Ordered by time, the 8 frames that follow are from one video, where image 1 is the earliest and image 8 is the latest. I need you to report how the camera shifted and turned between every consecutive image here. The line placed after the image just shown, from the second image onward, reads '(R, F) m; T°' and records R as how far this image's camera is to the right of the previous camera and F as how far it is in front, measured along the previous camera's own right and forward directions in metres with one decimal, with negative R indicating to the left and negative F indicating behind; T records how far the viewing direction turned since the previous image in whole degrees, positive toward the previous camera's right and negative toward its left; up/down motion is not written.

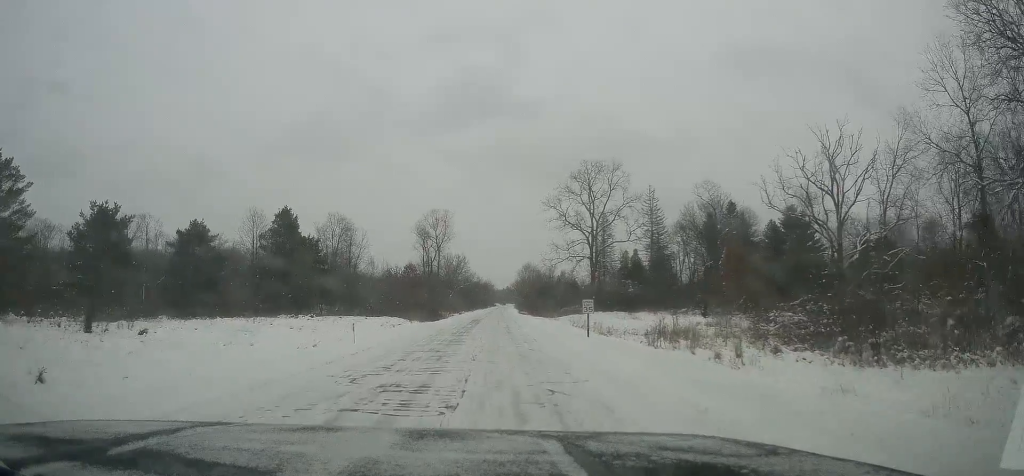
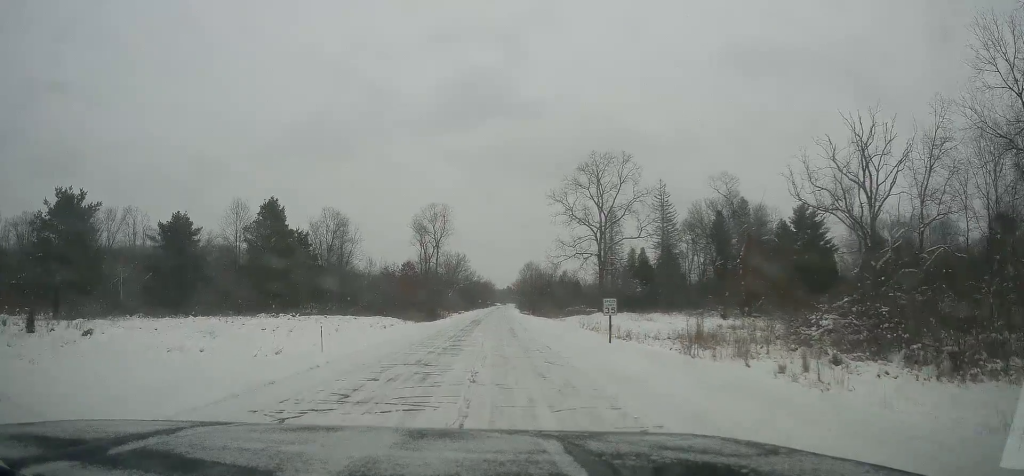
(0.0, +5.0) m; +1°
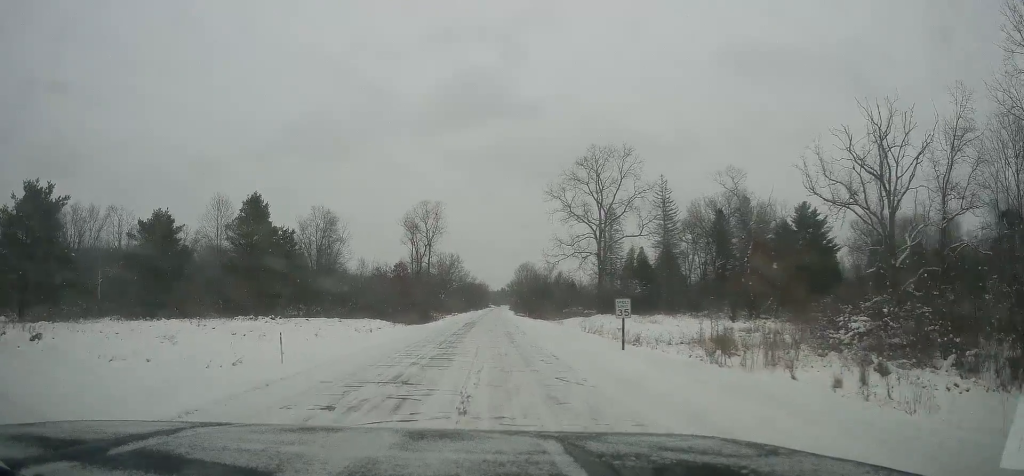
(+0.1, +3.3) m; +1°
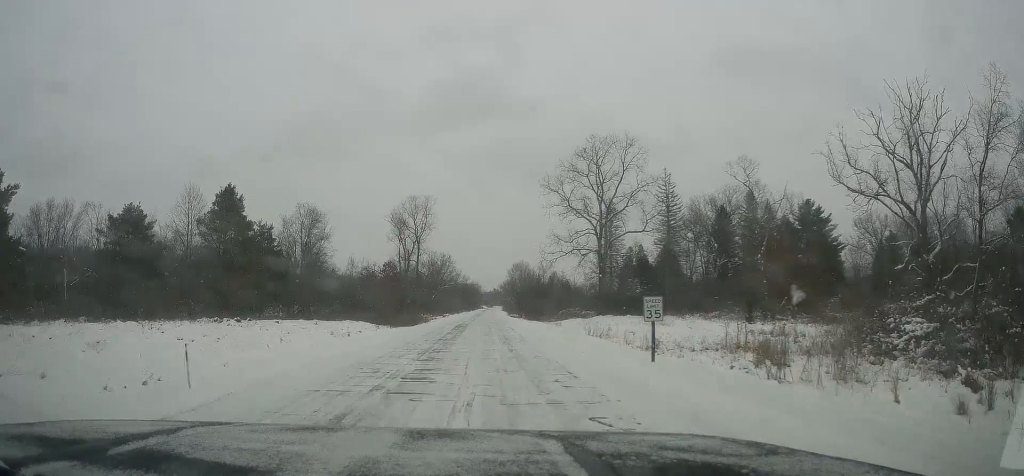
(+0.1, +4.7) m; +1°
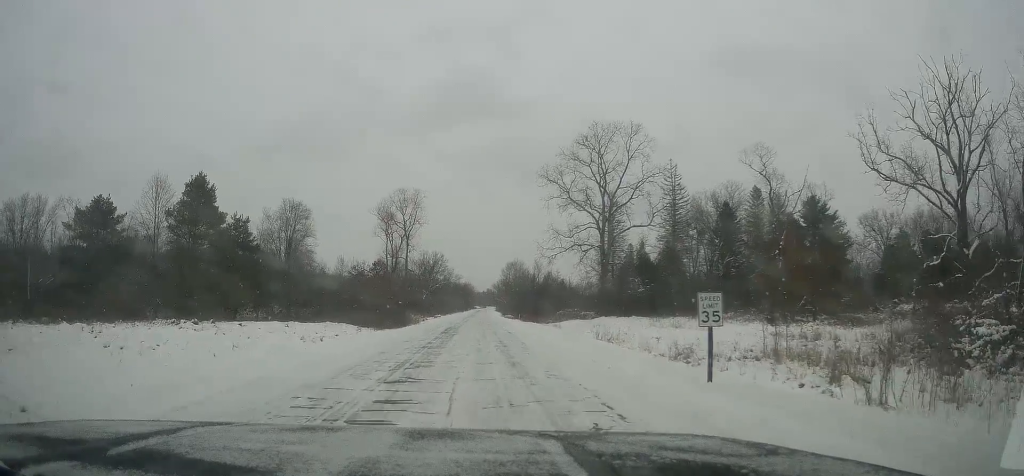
(0.0, +4.8) m; 0°
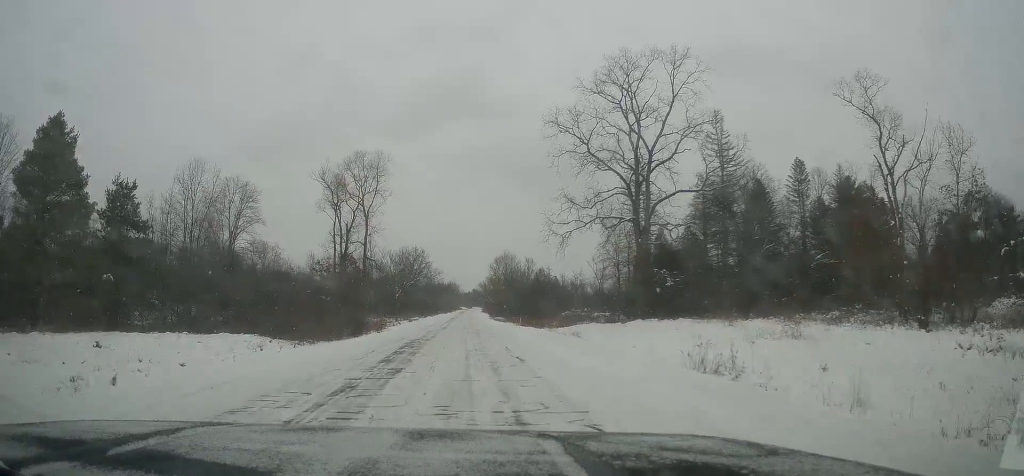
(0.0, +18.4) m; 0°
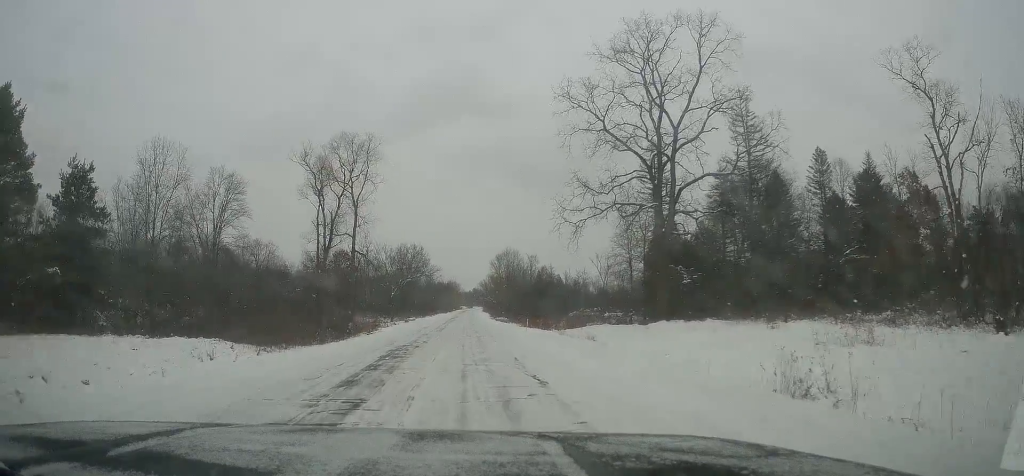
(0.0, +5.5) m; 0°
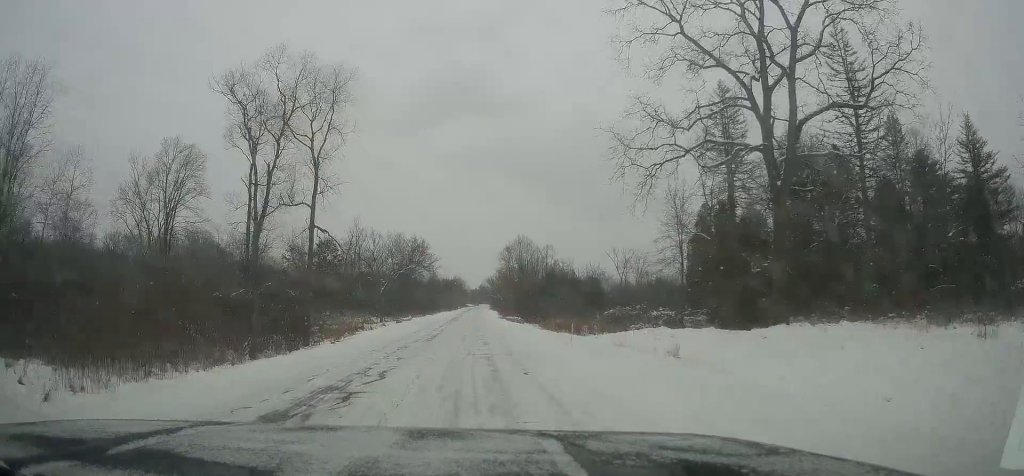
(0.0, +15.0) m; 0°
